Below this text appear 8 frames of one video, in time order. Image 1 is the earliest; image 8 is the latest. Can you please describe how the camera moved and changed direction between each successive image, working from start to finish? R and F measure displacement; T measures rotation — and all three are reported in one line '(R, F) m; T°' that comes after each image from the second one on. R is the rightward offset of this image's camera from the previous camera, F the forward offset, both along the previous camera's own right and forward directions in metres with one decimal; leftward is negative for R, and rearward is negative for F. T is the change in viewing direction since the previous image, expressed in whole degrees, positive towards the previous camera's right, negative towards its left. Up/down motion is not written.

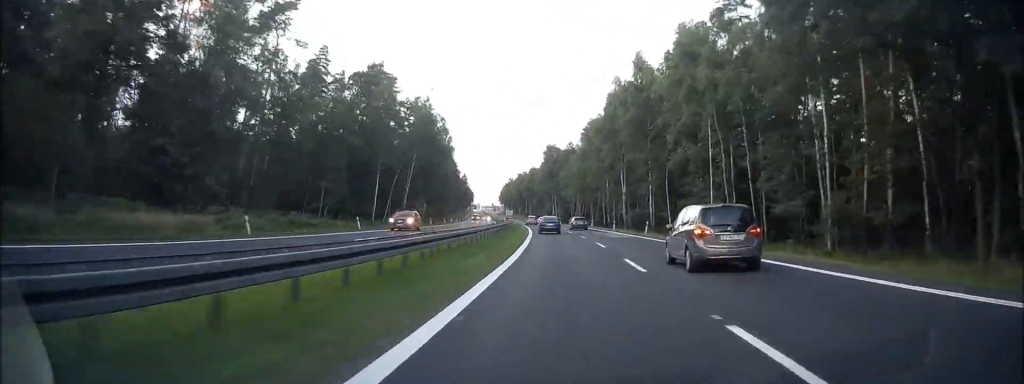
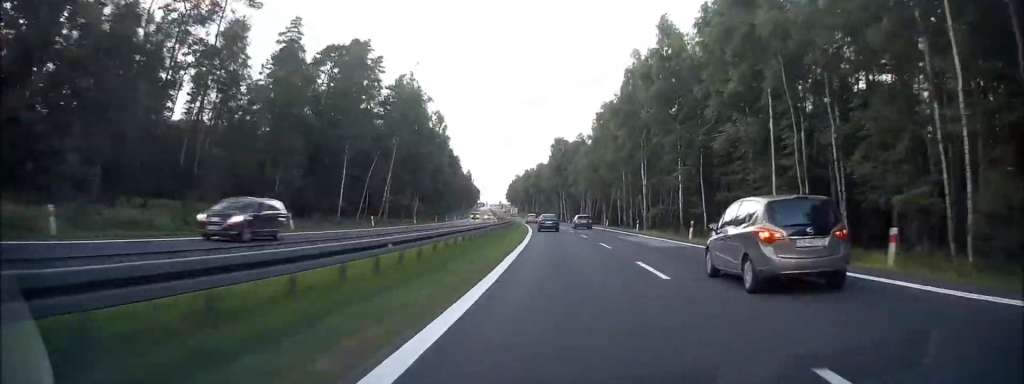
(0.0, +14.1) m; -1°
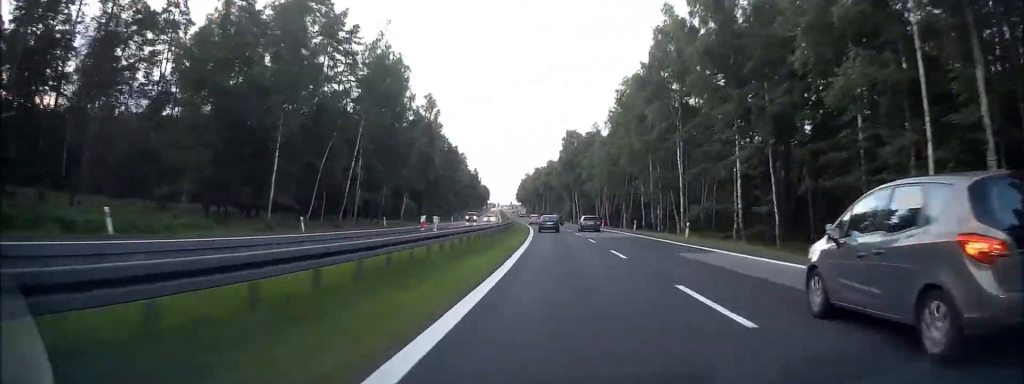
(-0.1, +16.9) m; -1°
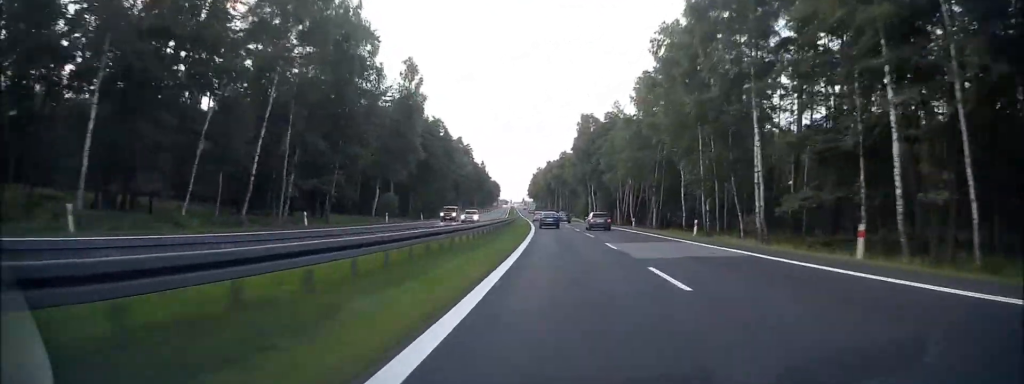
(-0.2, +20.8) m; -2°
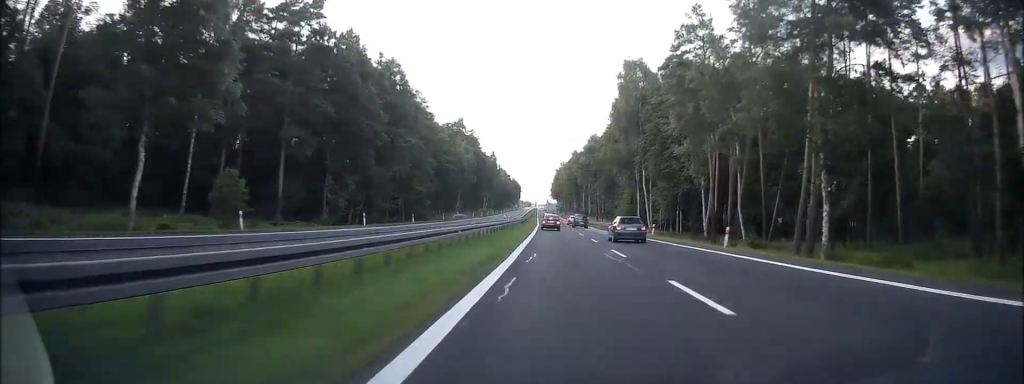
(-1.3, +50.0) m; -2°
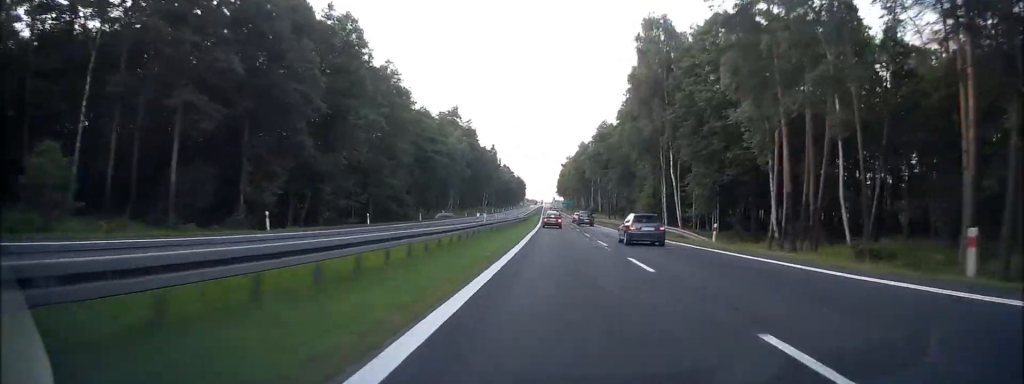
(0.0, +17.8) m; -1°
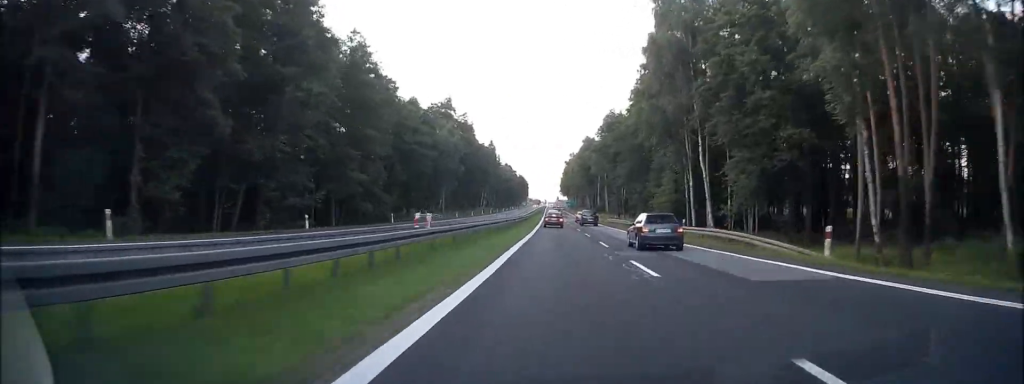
(+0.1, +13.1) m; 0°
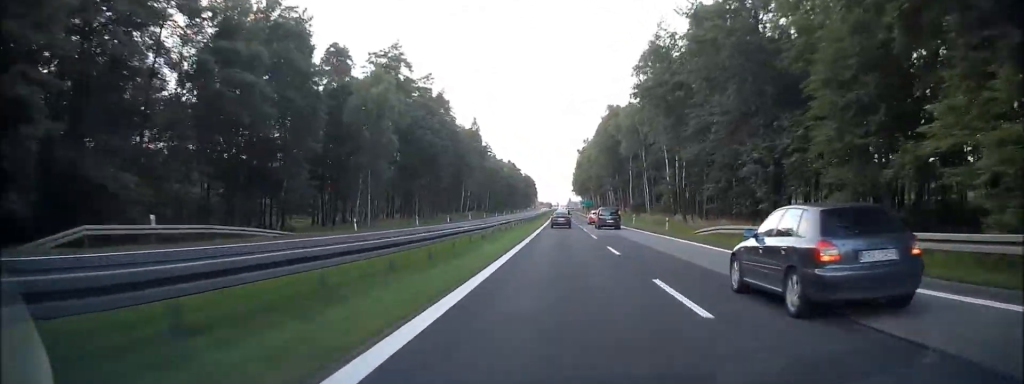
(-1.2, +52.6) m; -2°
